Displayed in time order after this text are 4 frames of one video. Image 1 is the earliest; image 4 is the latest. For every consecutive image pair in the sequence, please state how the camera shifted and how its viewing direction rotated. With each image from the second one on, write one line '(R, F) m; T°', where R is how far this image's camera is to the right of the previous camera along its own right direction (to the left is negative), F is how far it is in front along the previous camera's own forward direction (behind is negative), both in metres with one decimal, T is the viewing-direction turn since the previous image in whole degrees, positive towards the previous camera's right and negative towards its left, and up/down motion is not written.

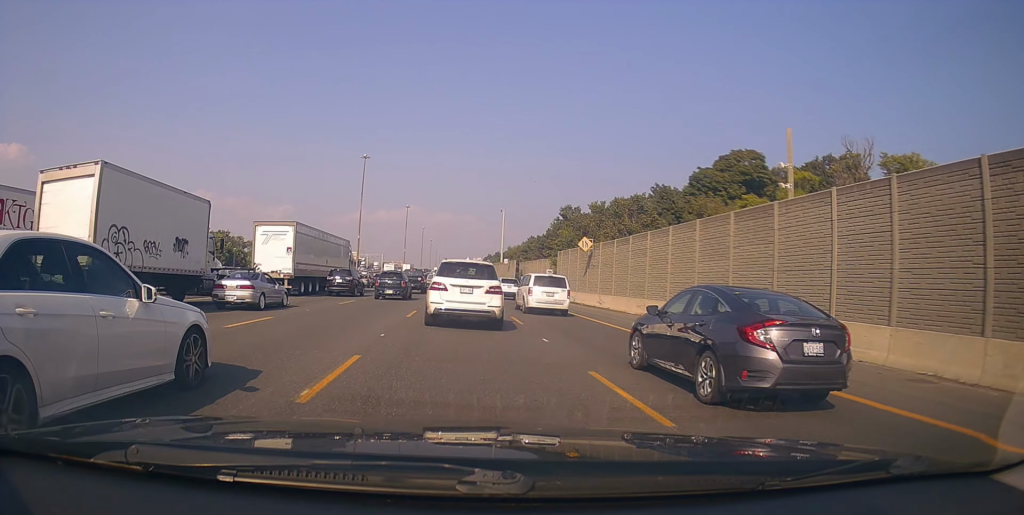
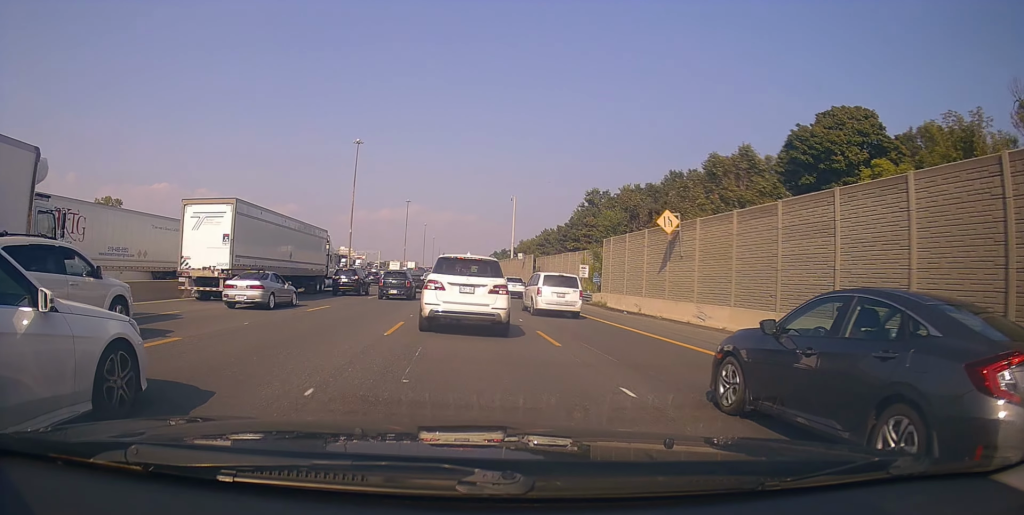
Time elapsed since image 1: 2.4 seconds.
(-0.8, +17.6) m; -5°
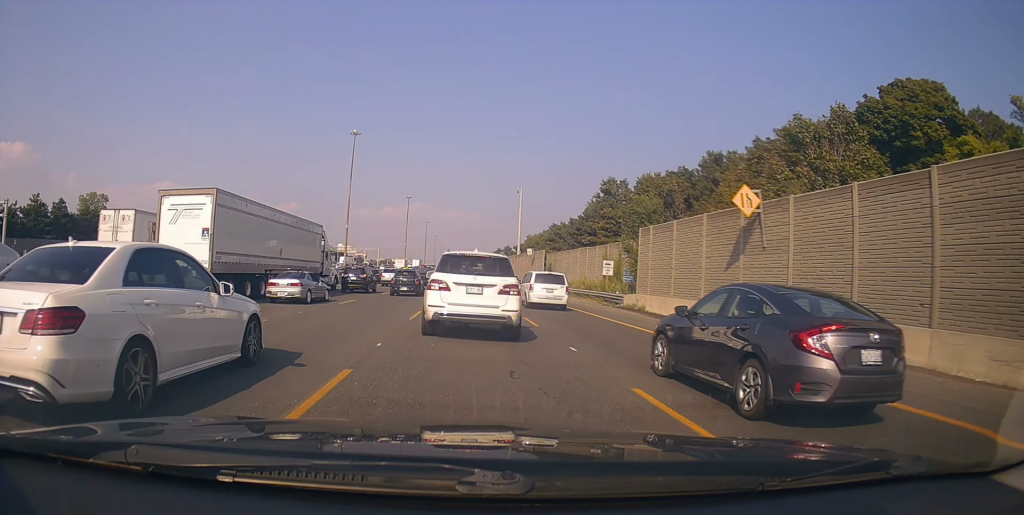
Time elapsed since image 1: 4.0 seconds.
(+0.3, +9.5) m; +1°
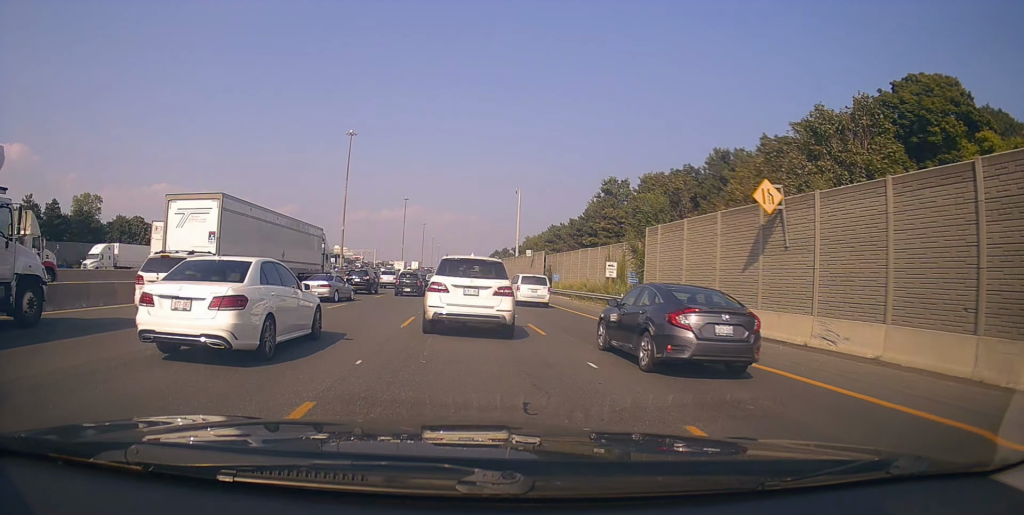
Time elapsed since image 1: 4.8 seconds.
(-0.1, +2.8) m; +3°
